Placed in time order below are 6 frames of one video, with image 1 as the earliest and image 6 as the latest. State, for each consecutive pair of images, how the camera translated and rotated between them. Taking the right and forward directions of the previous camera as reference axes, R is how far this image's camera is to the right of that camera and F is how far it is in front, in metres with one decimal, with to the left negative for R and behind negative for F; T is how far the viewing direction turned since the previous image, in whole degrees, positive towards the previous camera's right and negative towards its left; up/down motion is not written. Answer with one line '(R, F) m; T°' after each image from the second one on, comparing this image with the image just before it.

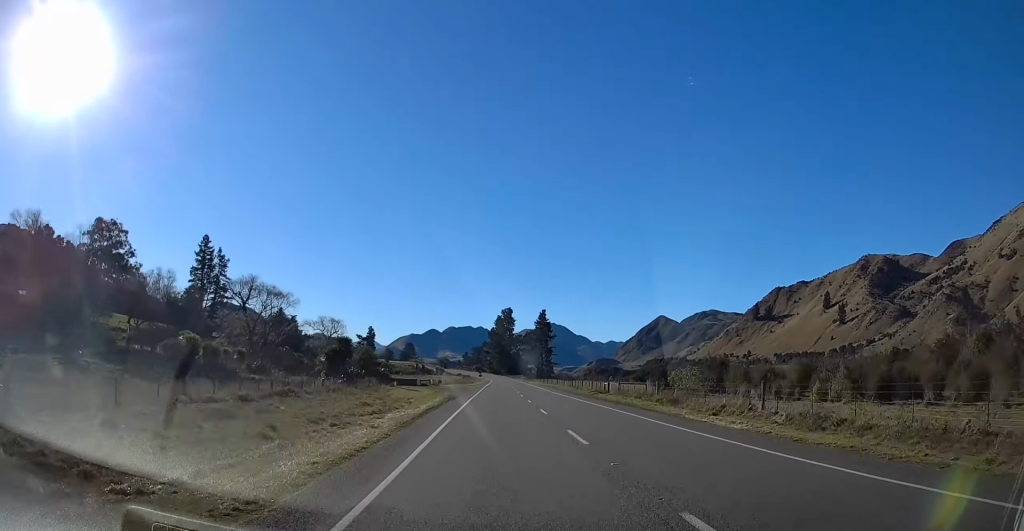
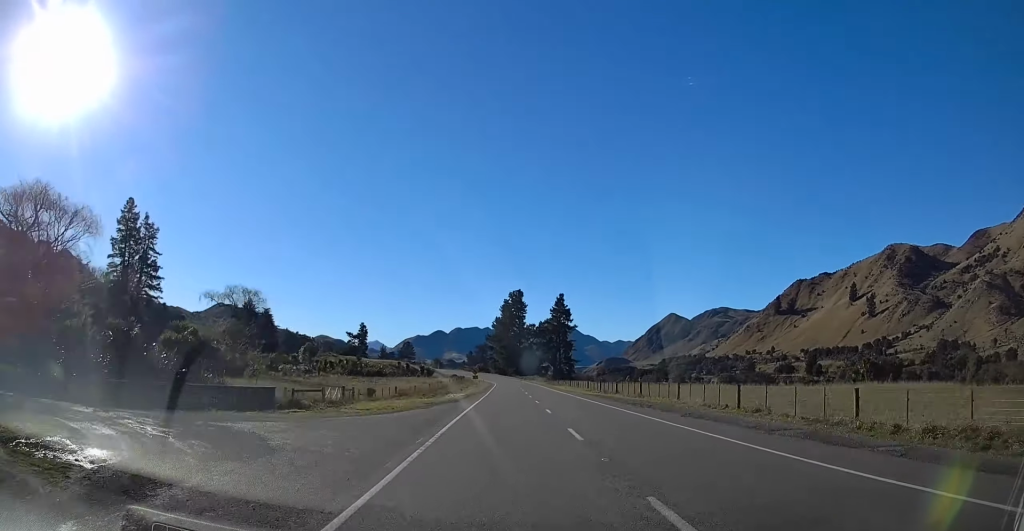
(-0.3, +59.6) m; +1°
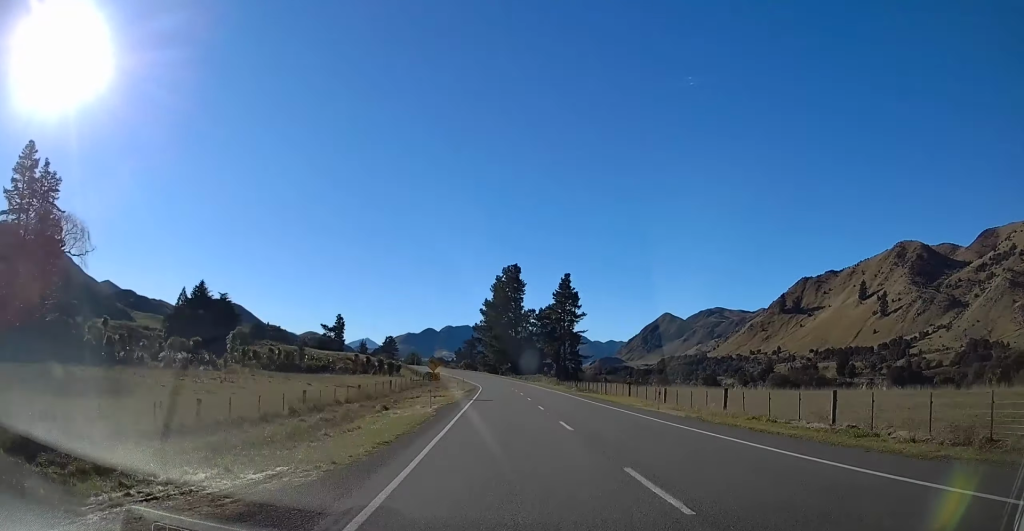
(+0.6, +47.1) m; -2°
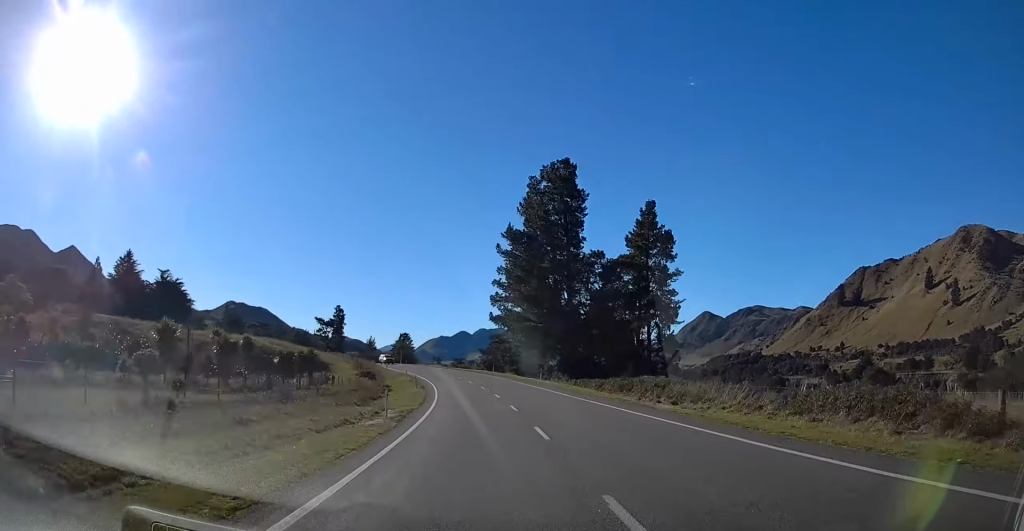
(-0.8, +81.0) m; -6°
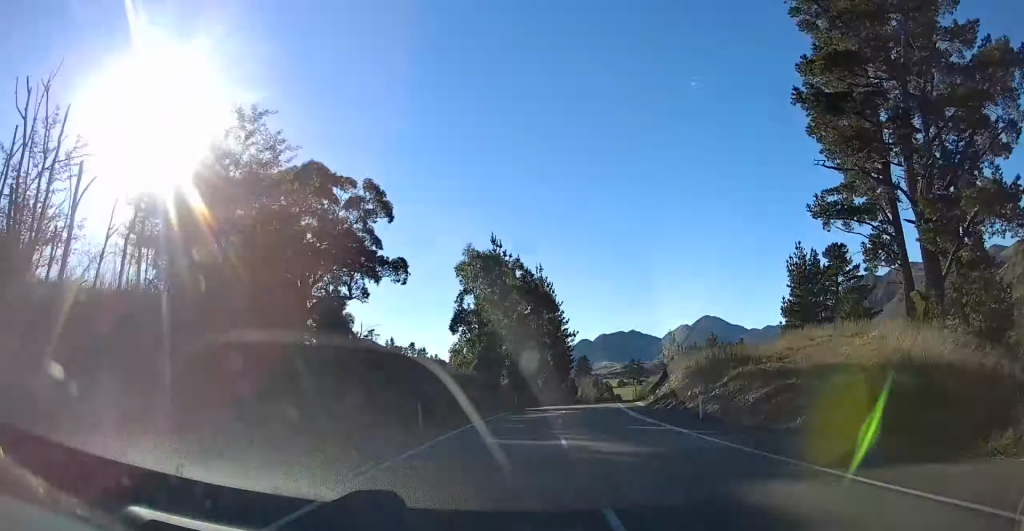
(-88.7, +323.0) m; -7°
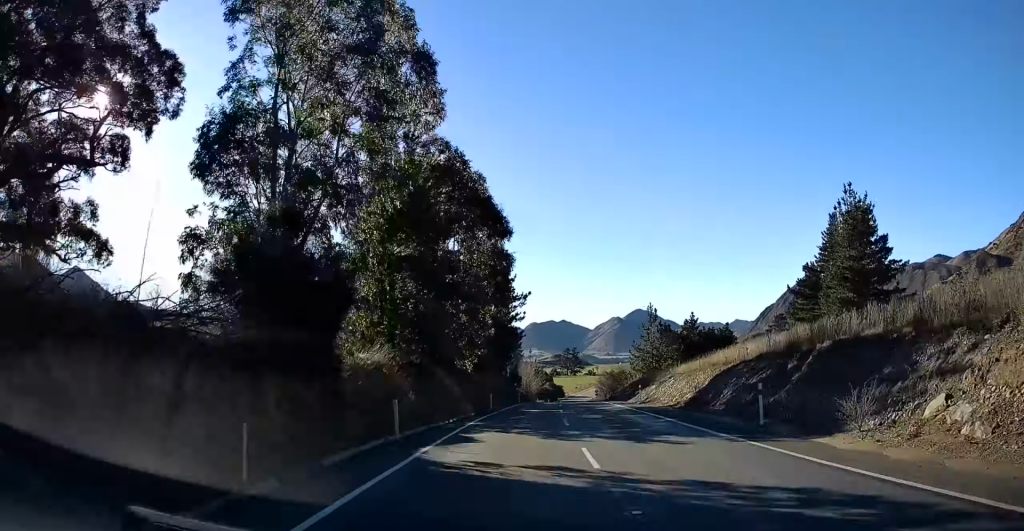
(+3.1, +34.4) m; +5°
